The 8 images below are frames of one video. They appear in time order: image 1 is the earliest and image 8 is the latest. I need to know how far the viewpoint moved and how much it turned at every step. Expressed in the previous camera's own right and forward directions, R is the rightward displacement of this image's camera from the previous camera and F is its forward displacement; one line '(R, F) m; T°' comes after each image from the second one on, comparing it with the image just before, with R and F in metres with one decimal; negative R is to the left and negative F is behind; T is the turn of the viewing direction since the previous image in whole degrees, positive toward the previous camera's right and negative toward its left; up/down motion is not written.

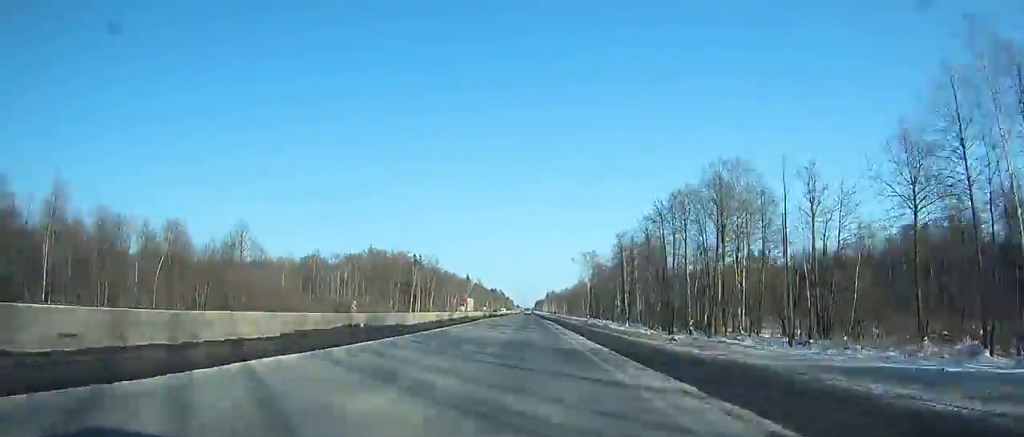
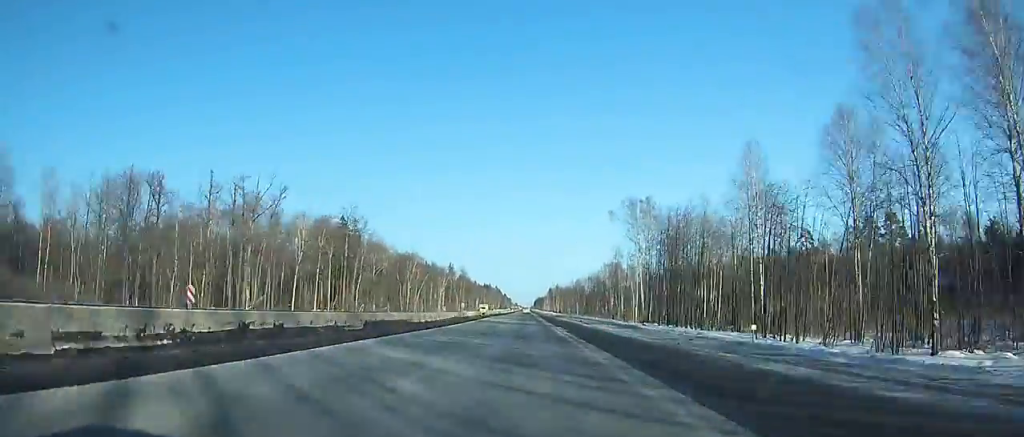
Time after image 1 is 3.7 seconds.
(0.0, +89.4) m; 0°
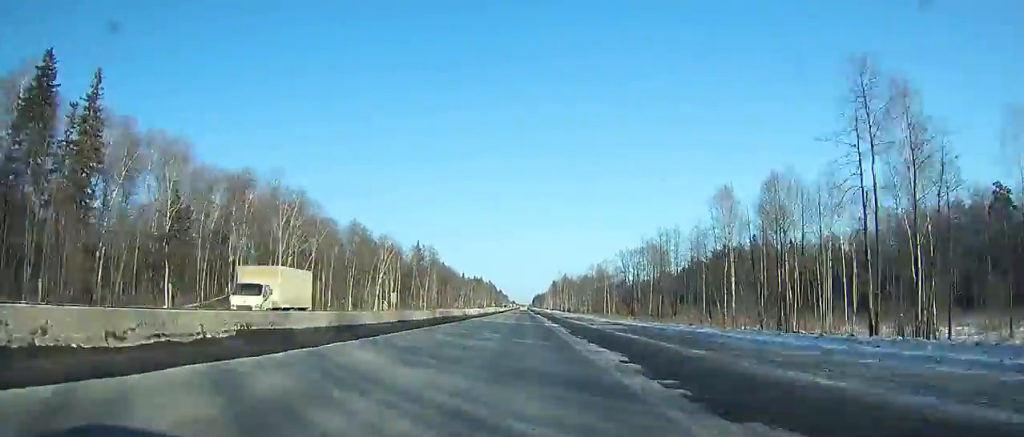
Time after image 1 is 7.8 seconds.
(0.0, +103.7) m; 0°
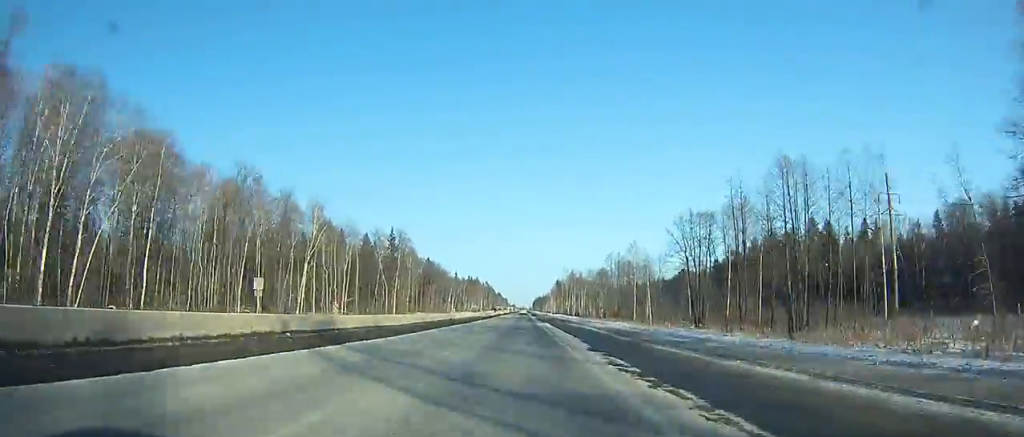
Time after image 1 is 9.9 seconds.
(0.0, +51.7) m; 0°
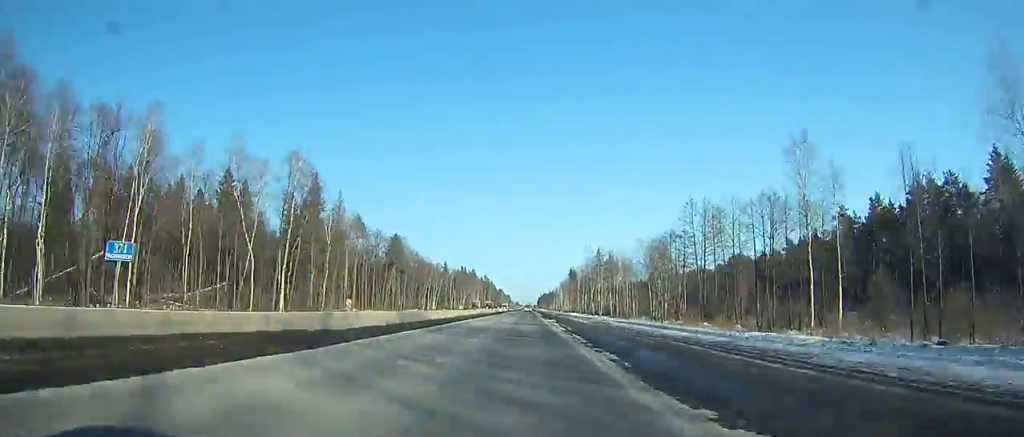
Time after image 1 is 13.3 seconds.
(-0.3, +80.3) m; 0°
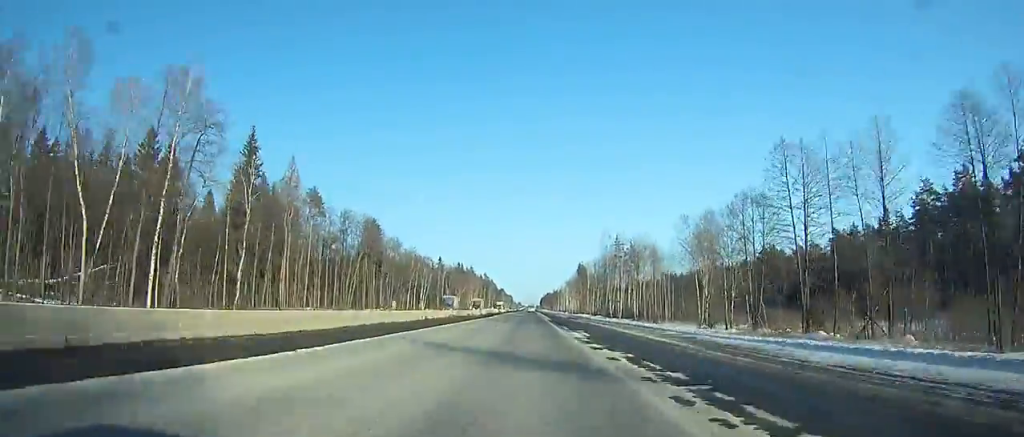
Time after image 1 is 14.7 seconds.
(+0.1, +32.1) m; 0°
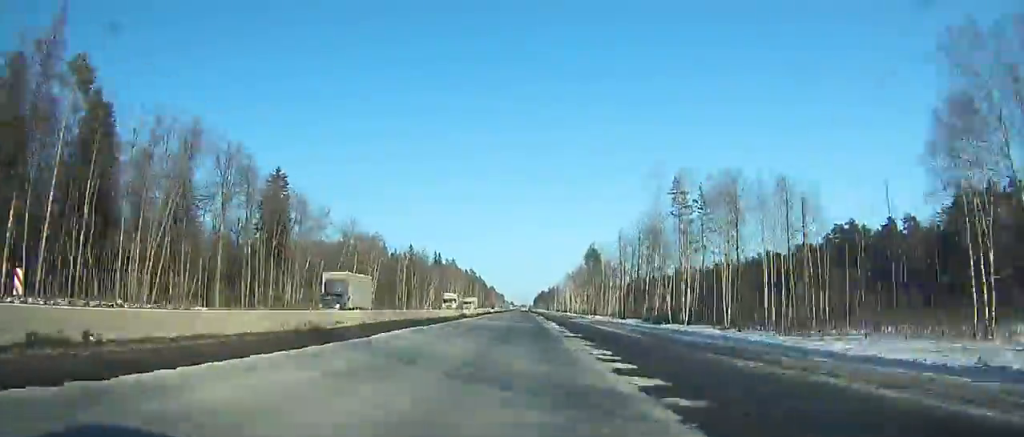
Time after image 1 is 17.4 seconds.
(+0.1, +63.1) m; 0°
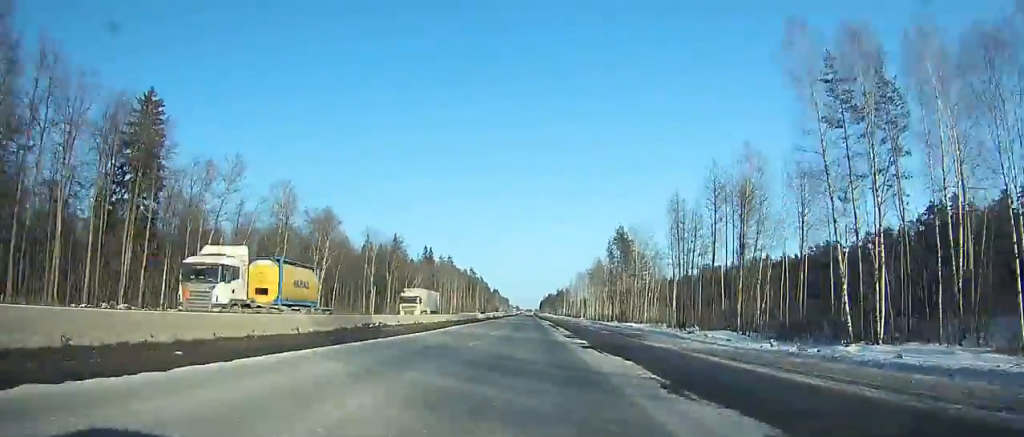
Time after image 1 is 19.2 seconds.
(0.0, +43.5) m; 0°
